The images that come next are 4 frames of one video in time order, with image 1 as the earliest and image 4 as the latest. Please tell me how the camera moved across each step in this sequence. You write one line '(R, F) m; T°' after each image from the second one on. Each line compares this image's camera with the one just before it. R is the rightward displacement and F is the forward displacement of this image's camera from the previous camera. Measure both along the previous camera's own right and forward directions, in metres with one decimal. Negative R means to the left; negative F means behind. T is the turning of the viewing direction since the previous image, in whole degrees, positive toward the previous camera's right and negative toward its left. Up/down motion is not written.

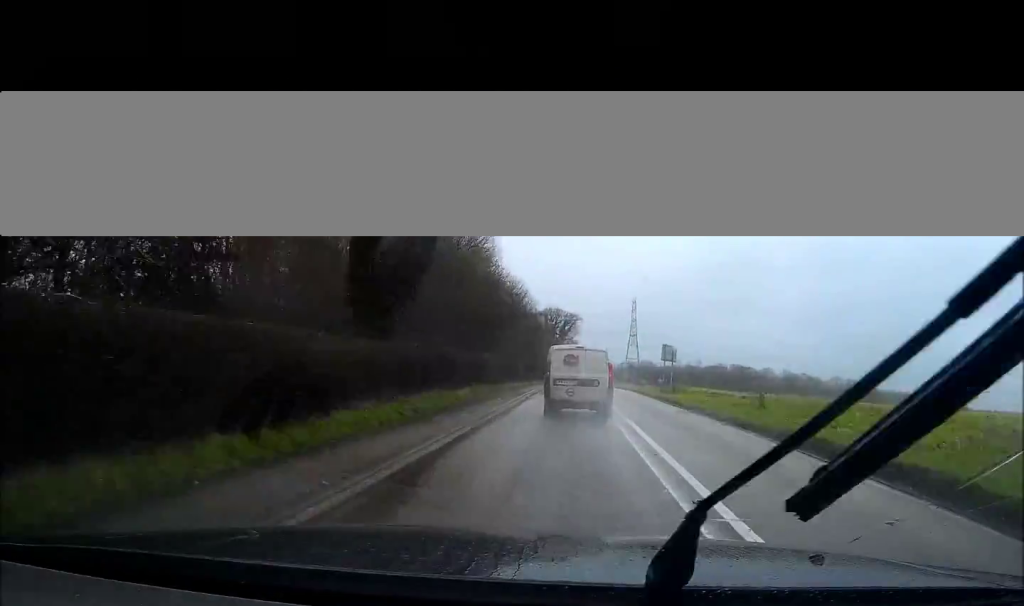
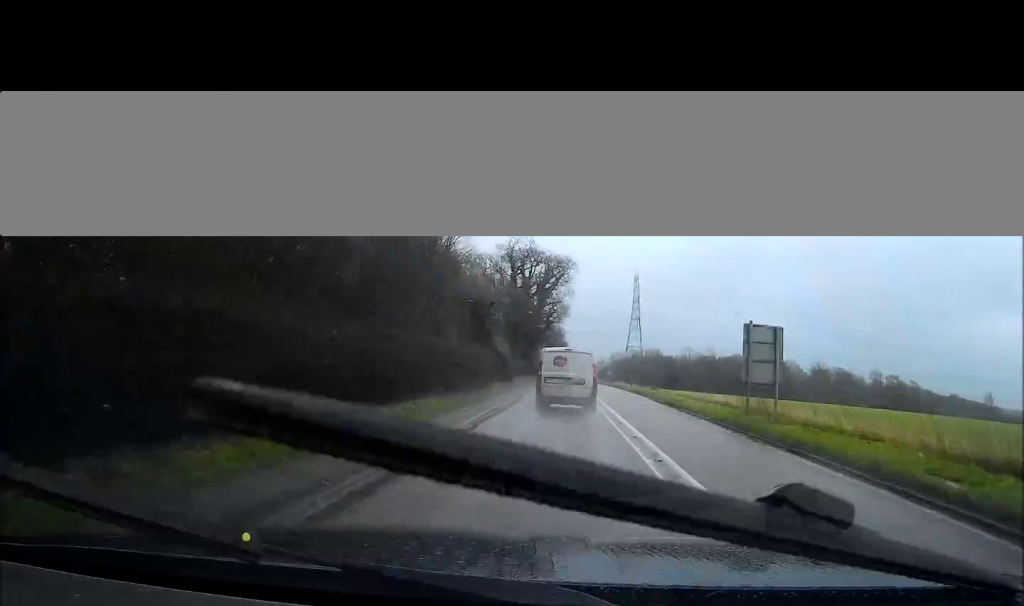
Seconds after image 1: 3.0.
(+0.5, +73.4) m; +1°
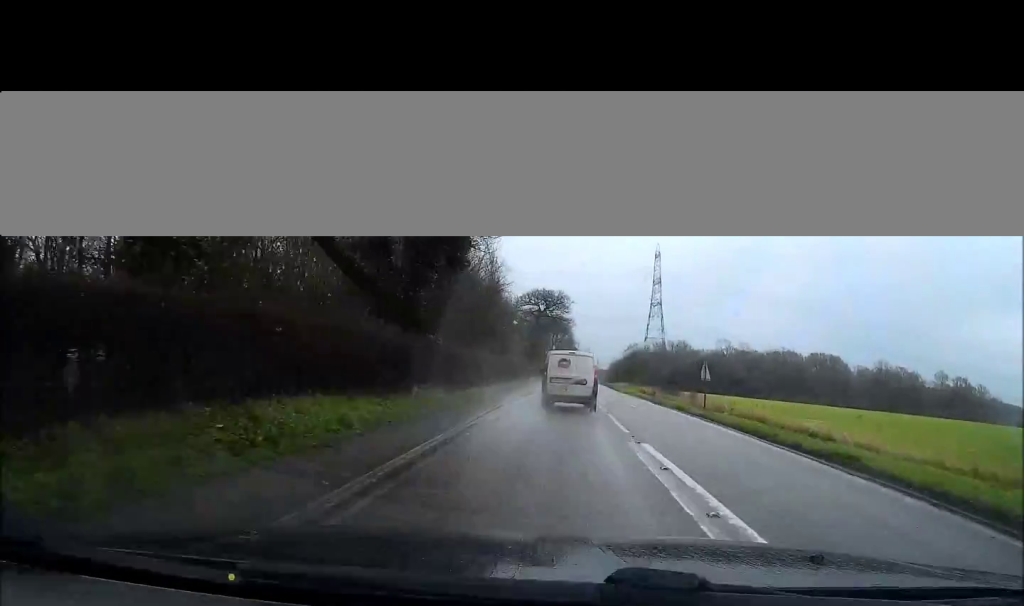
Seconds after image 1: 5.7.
(+0.2, +72.6) m; 0°
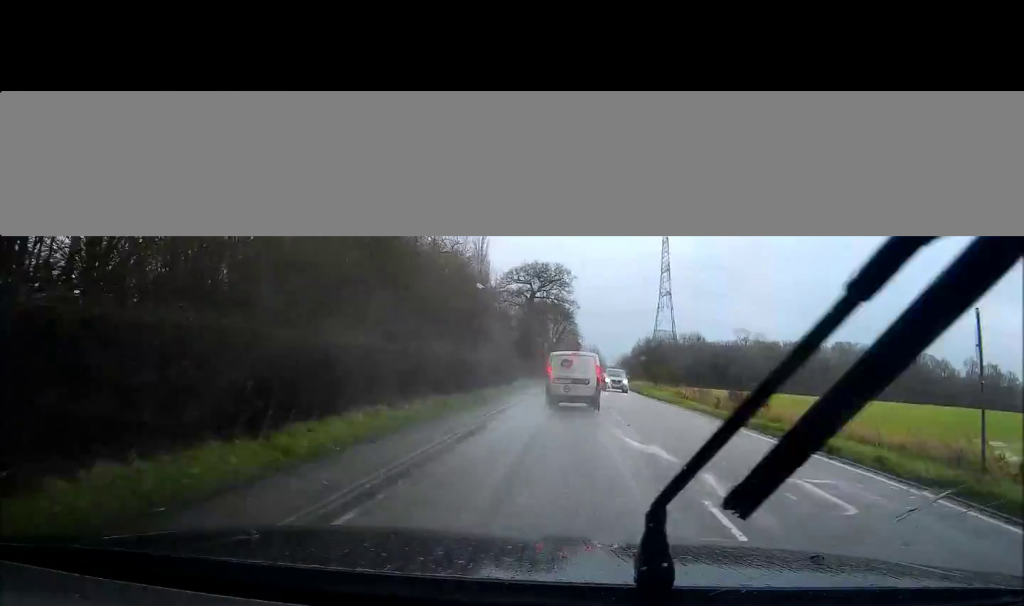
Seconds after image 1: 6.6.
(+0.1, +24.8) m; +1°
